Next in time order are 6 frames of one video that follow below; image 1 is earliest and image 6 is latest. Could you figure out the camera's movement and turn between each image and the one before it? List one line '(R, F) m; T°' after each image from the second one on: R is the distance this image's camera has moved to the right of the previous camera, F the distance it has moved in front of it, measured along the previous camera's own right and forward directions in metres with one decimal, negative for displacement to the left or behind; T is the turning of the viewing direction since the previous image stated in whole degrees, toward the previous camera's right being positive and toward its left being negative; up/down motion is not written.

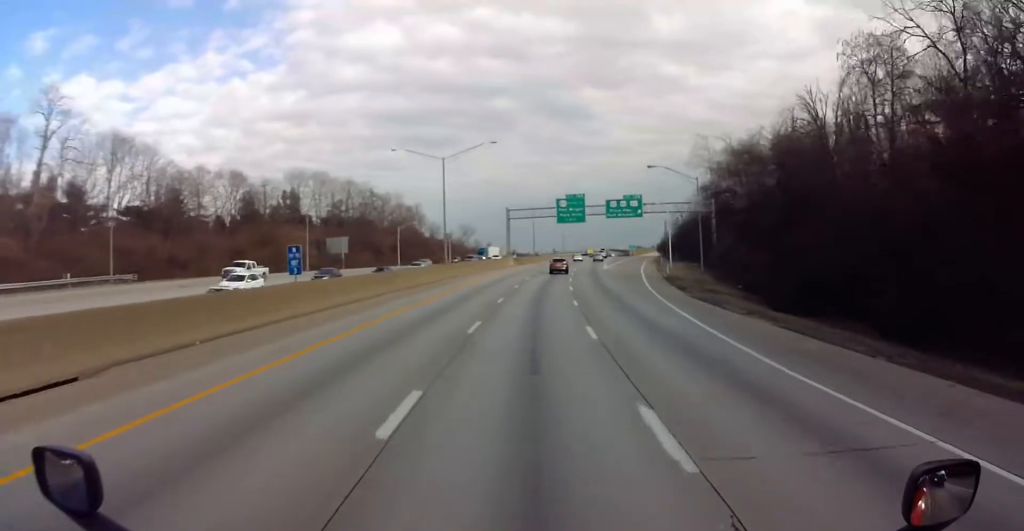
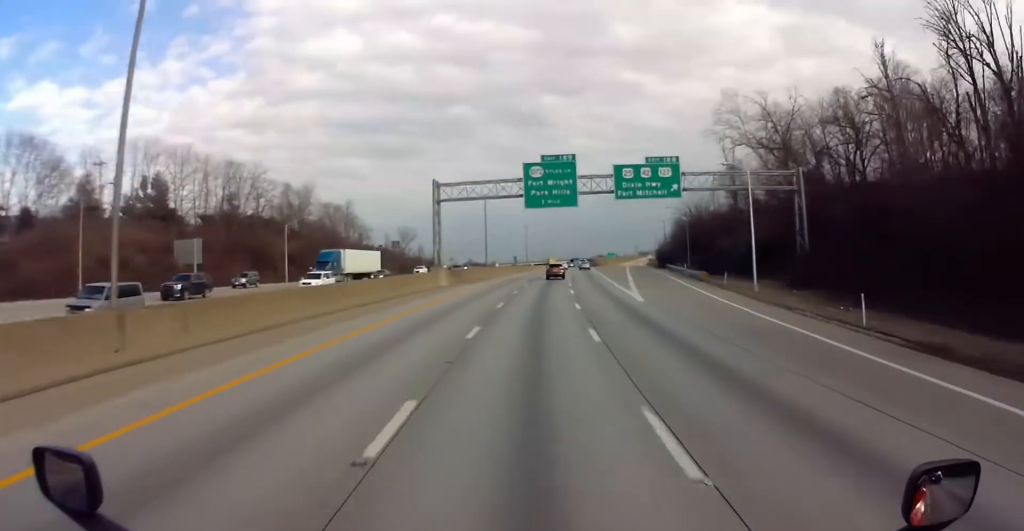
(+2.3, +49.3) m; +4°
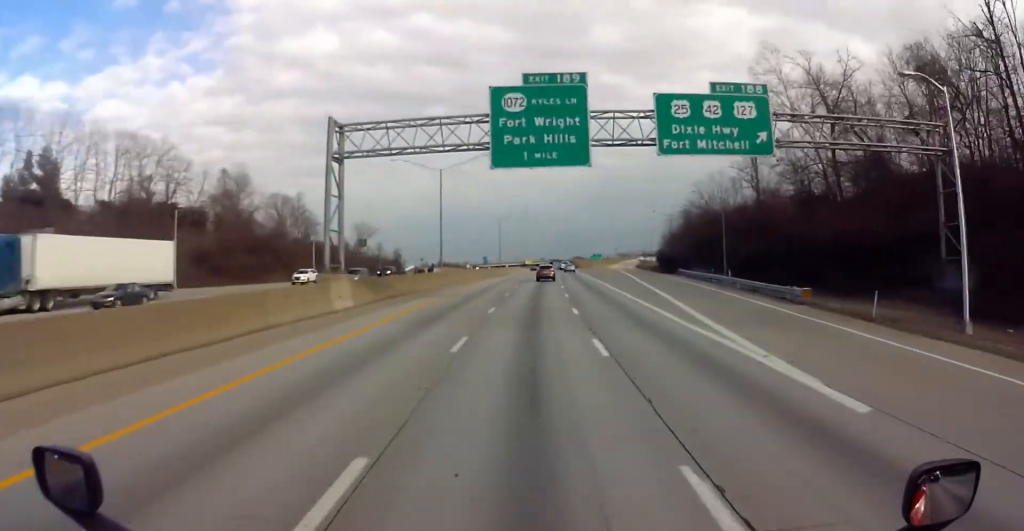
(+0.4, +27.4) m; +2°
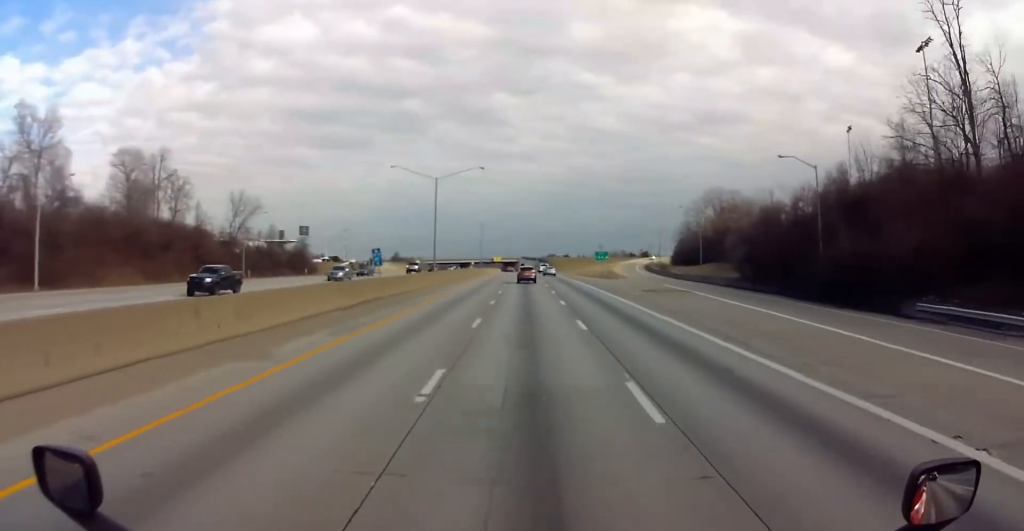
(+1.8, +66.3) m; +2°
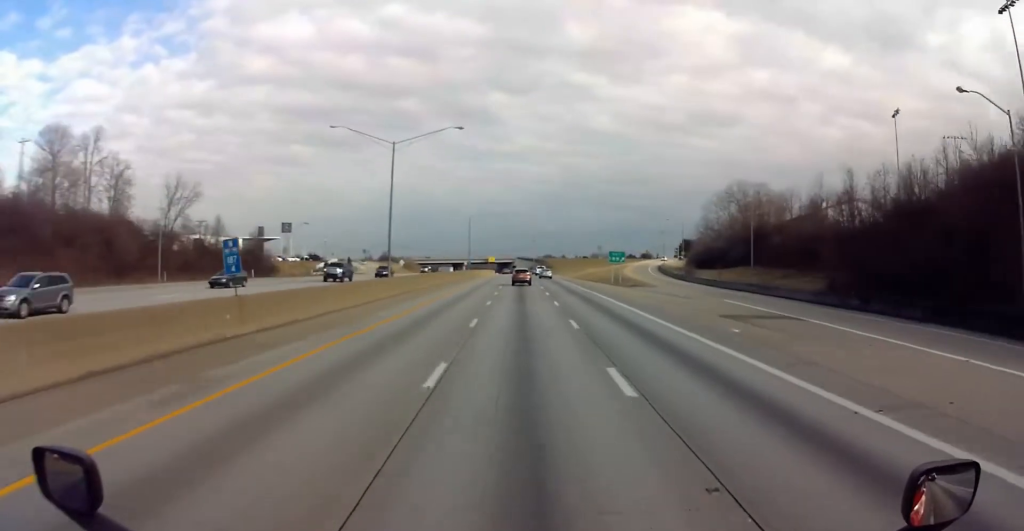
(+0.1, +22.6) m; 0°
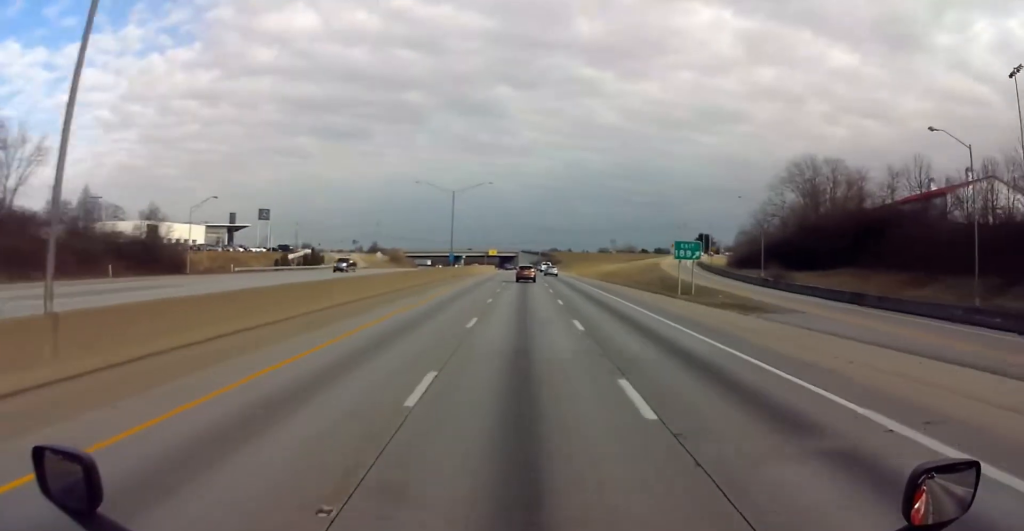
(0.0, +37.7) m; 0°
